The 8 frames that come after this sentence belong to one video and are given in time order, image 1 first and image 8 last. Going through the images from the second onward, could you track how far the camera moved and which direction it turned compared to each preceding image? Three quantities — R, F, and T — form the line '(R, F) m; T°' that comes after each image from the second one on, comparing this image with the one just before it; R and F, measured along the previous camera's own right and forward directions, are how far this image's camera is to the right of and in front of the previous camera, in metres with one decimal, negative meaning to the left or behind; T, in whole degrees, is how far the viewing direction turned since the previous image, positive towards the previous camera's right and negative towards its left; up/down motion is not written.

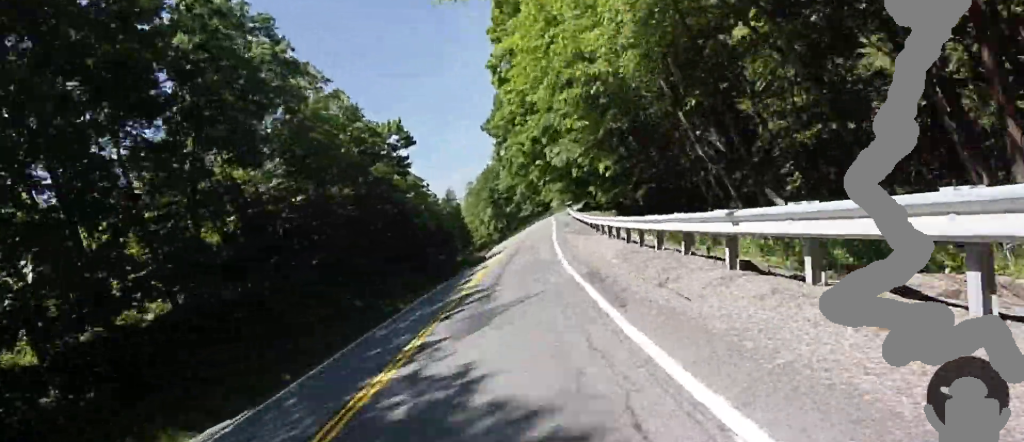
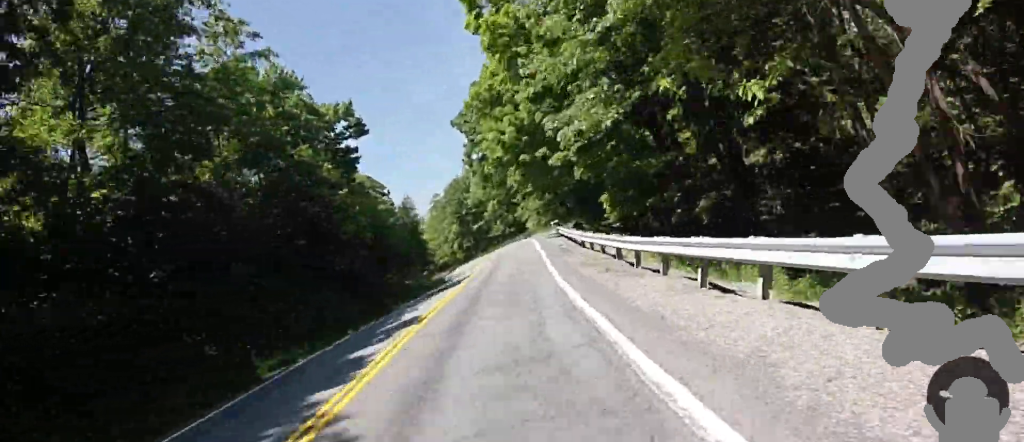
(-0.4, +10.2) m; +2°
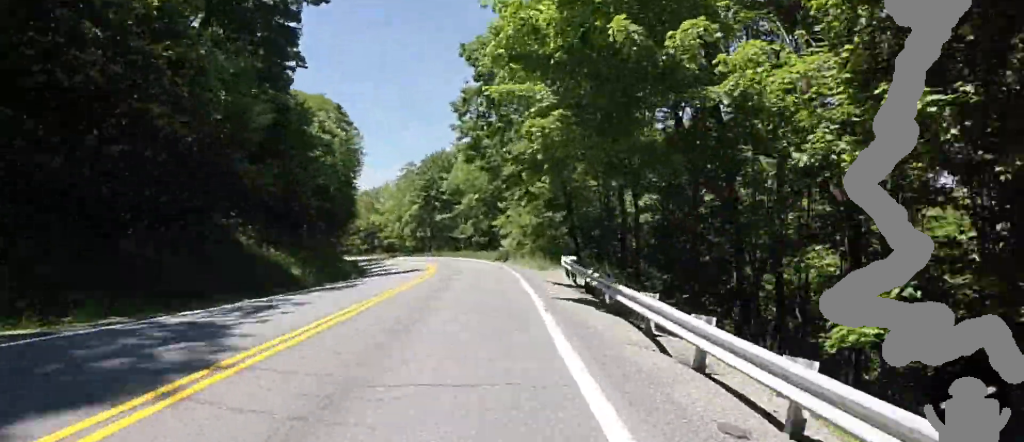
(+1.1, +17.2) m; +3°
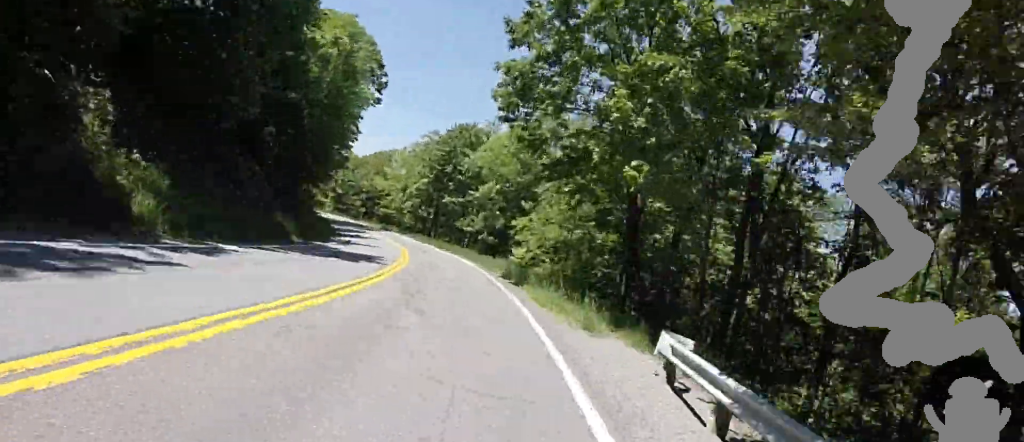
(+0.6, +10.2) m; +2°
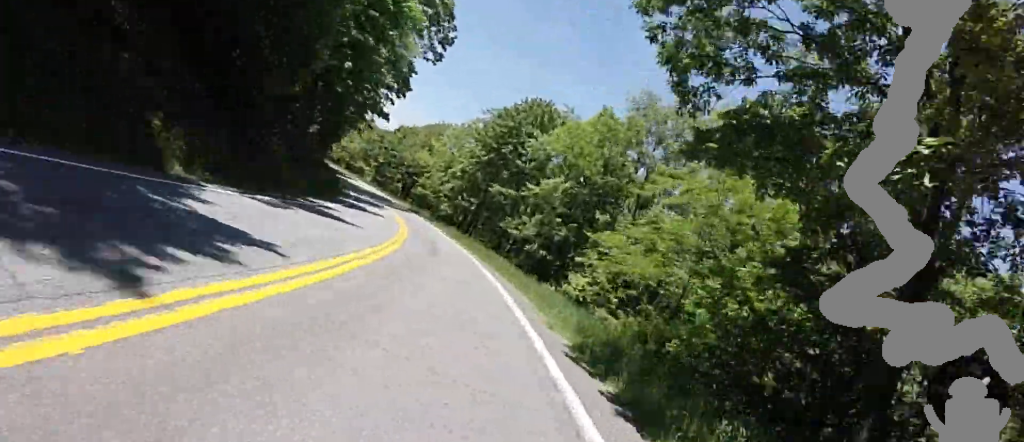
(-0.3, +11.8) m; -1°
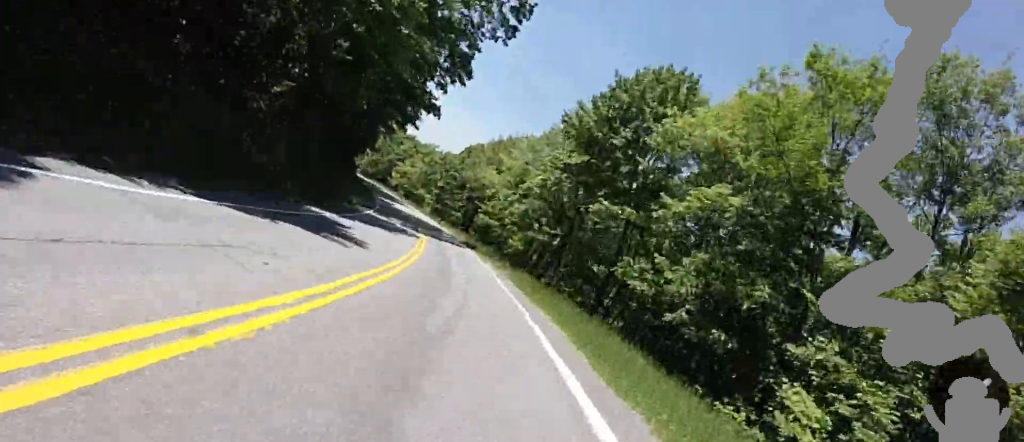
(-0.2, +15.7) m; -1°
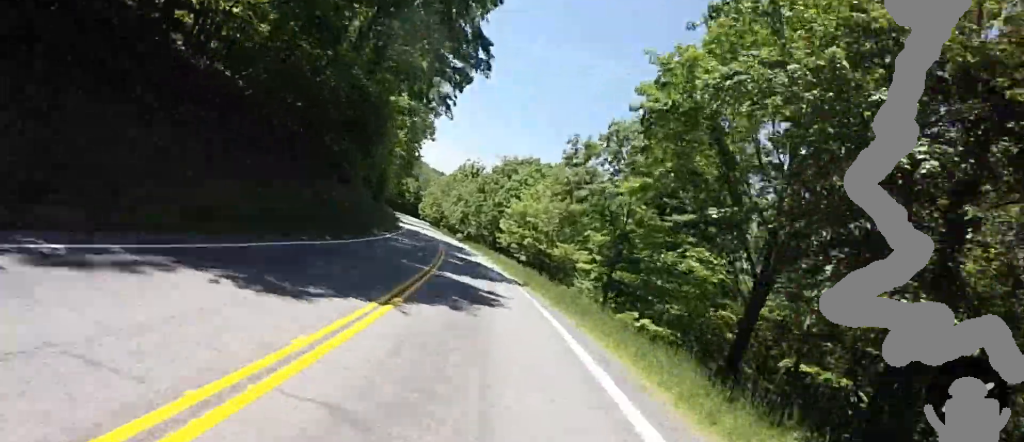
(-2.3, +38.9) m; -23°
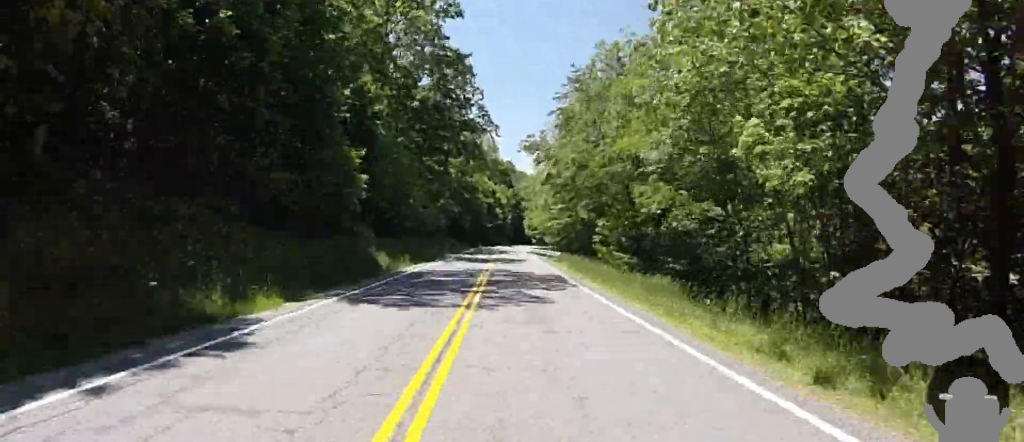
(-29.5, +85.1) m; -41°
